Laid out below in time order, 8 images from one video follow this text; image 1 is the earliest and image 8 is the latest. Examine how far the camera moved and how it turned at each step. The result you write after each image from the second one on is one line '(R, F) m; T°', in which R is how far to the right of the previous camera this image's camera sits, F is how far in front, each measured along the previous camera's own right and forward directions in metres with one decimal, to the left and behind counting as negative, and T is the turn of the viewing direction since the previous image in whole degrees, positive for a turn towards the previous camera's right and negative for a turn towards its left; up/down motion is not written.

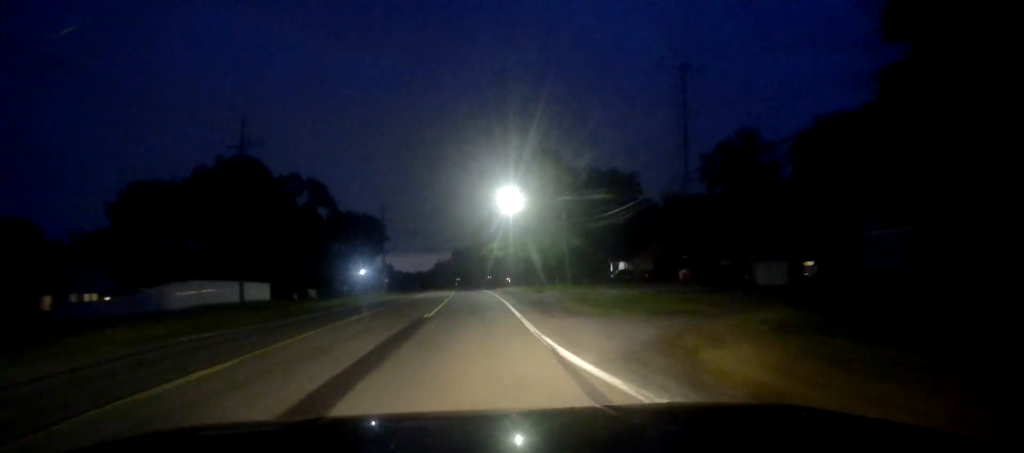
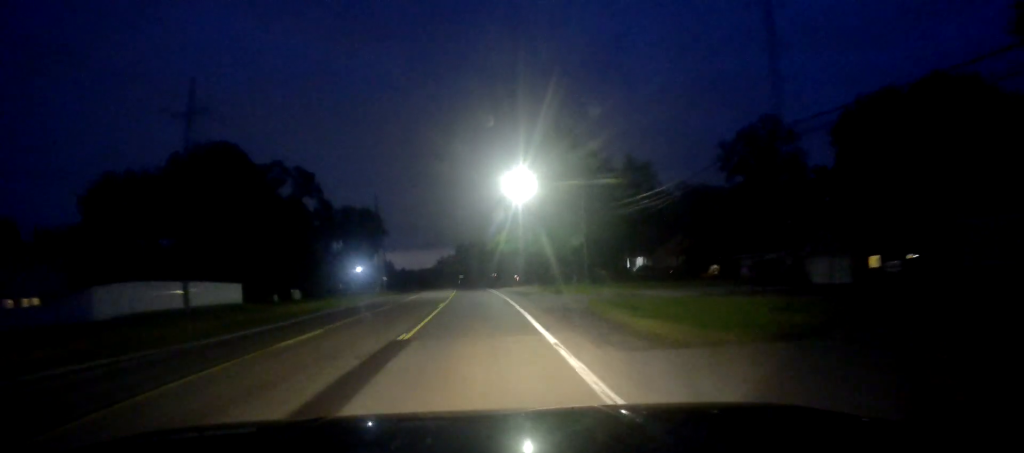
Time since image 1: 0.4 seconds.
(0.0, +8.5) m; -1°
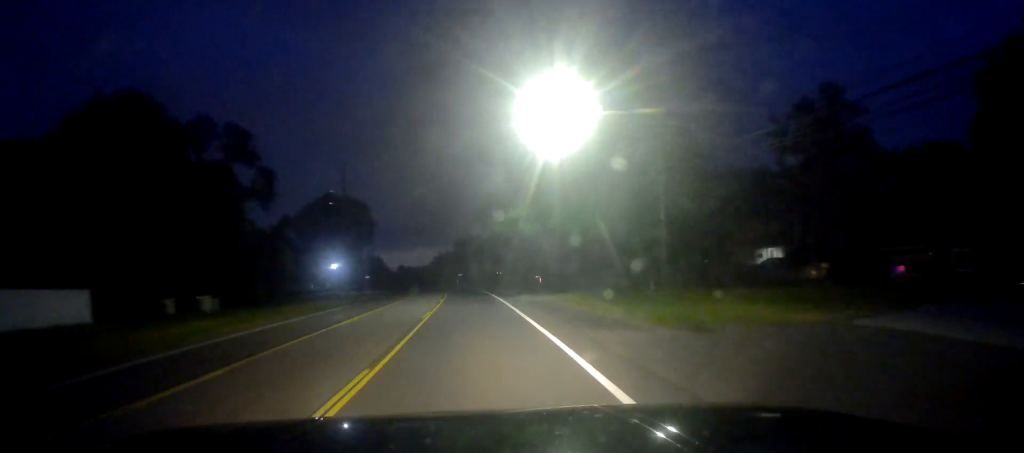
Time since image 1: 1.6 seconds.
(-0.5, +23.0) m; 0°
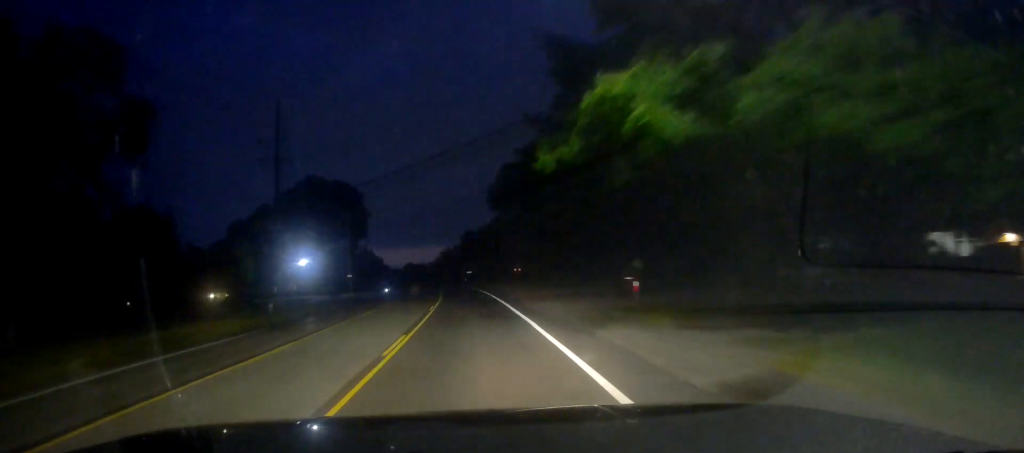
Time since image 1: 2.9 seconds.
(+0.4, +25.1) m; 0°
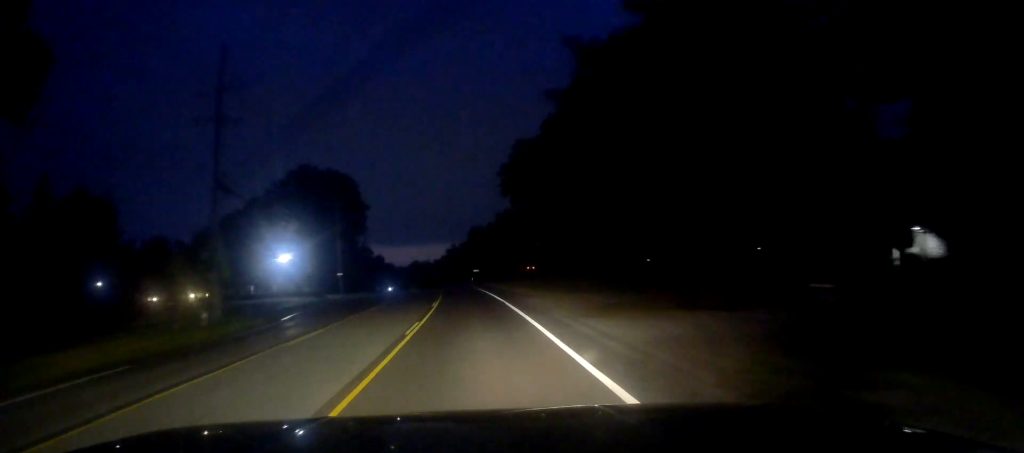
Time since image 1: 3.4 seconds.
(-0.4, +11.2) m; +1°
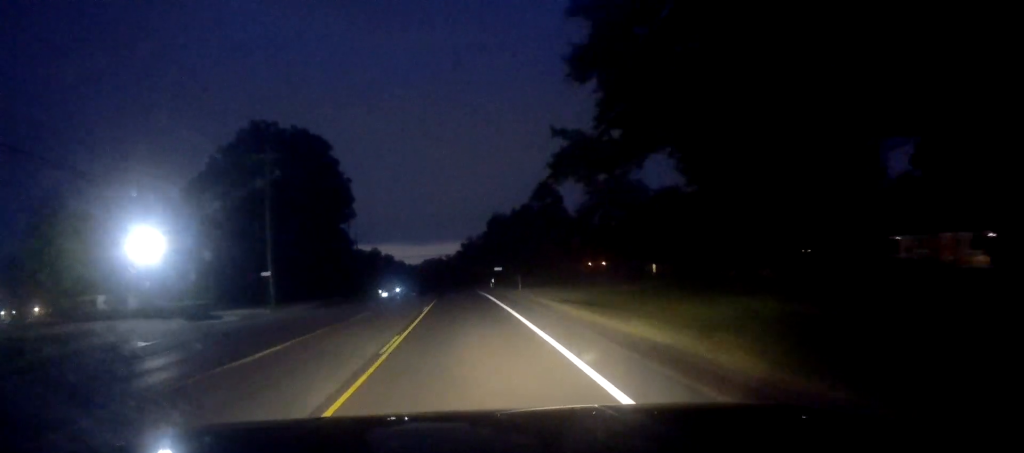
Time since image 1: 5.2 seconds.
(+0.7, +34.1) m; -1°
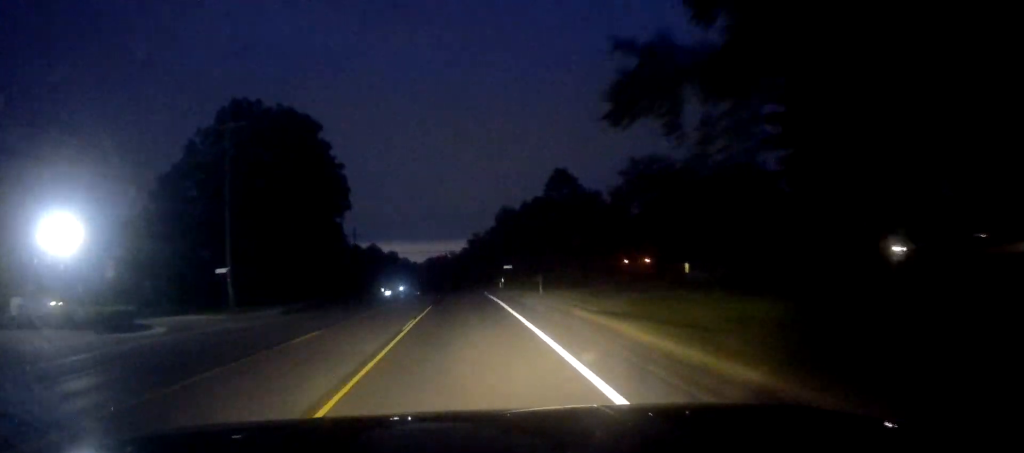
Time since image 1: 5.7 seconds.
(-0.2, +9.9) m; -2°
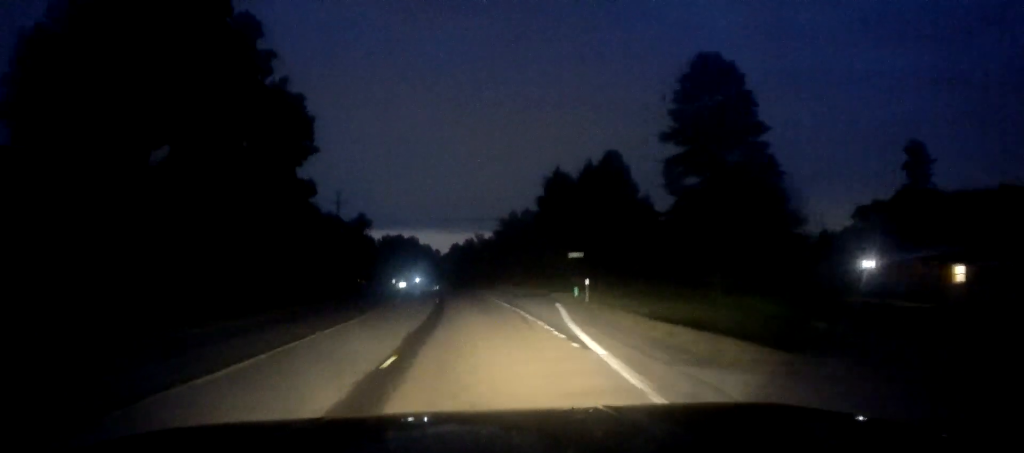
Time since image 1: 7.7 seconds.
(-1.5, +39.8) m; -2°
